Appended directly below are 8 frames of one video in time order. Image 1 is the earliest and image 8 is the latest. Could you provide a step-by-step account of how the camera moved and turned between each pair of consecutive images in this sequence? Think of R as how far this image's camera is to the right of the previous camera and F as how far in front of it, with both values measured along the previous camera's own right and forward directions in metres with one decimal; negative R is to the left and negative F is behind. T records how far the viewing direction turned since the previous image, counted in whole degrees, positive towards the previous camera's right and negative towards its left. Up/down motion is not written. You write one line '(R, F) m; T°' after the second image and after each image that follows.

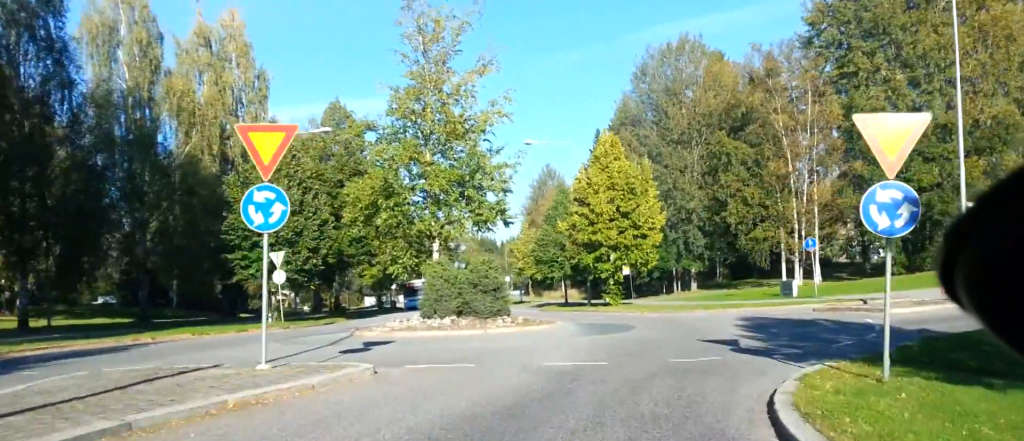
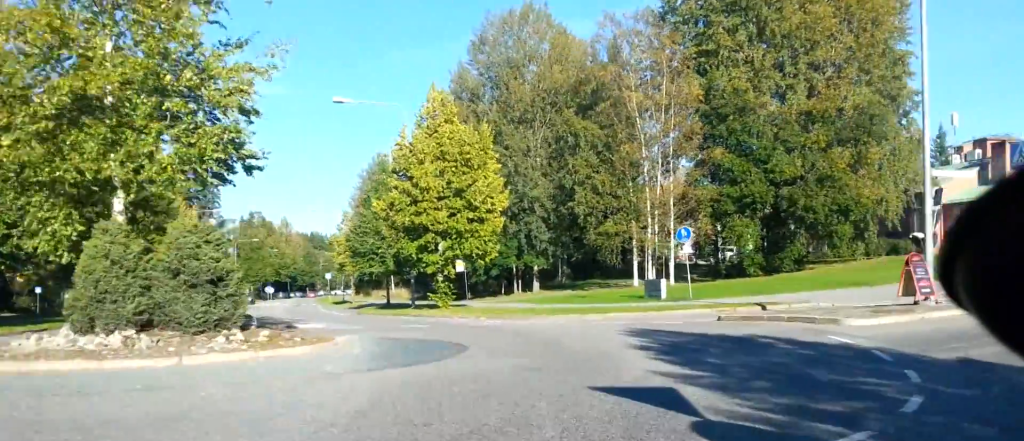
(+0.2, +9.7) m; +5°
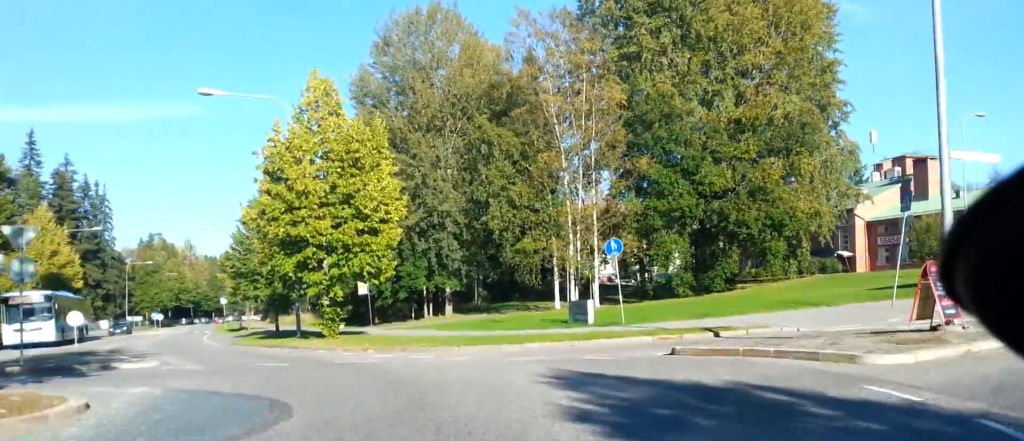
(+0.2, +5.7) m; +2°
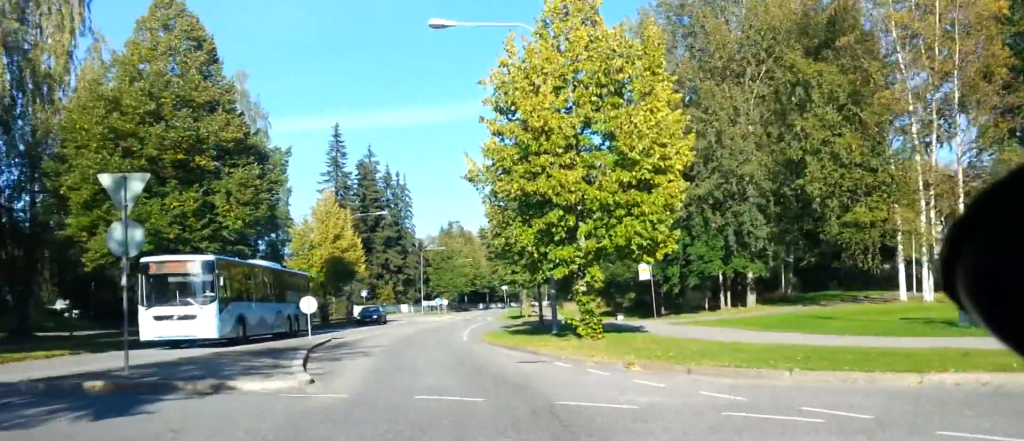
(0.0, +9.4) m; -27°
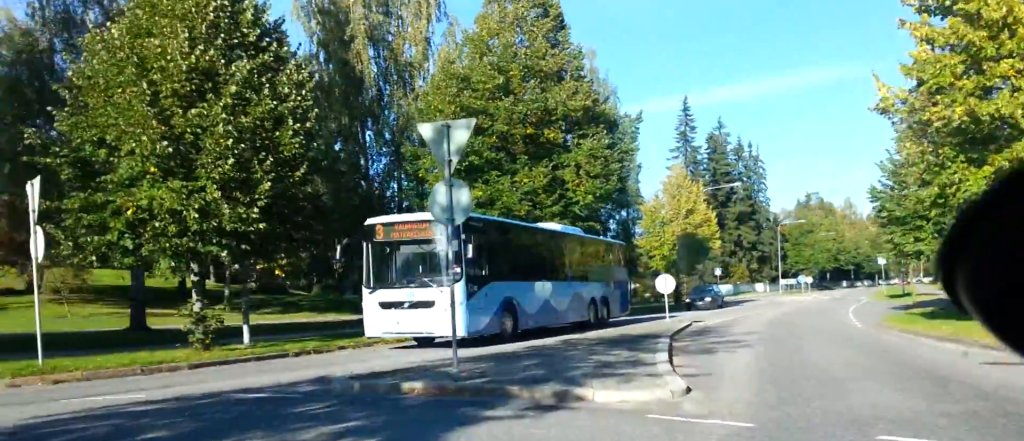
(-1.6, +3.9) m; -22°
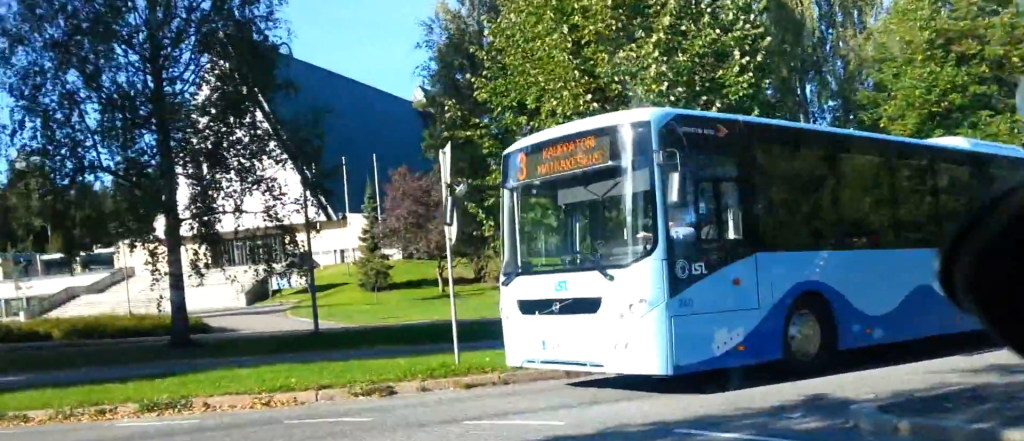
(-1.2, +5.1) m; -40°
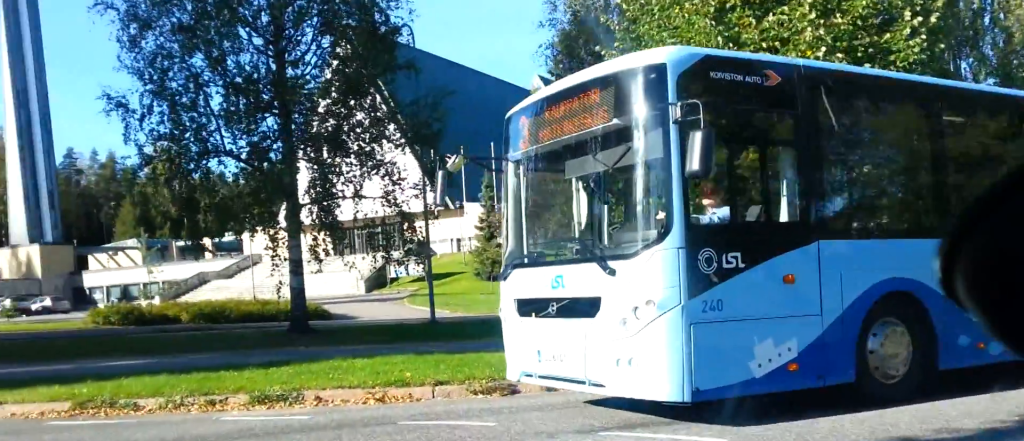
(+0.9, +1.5) m; -22°
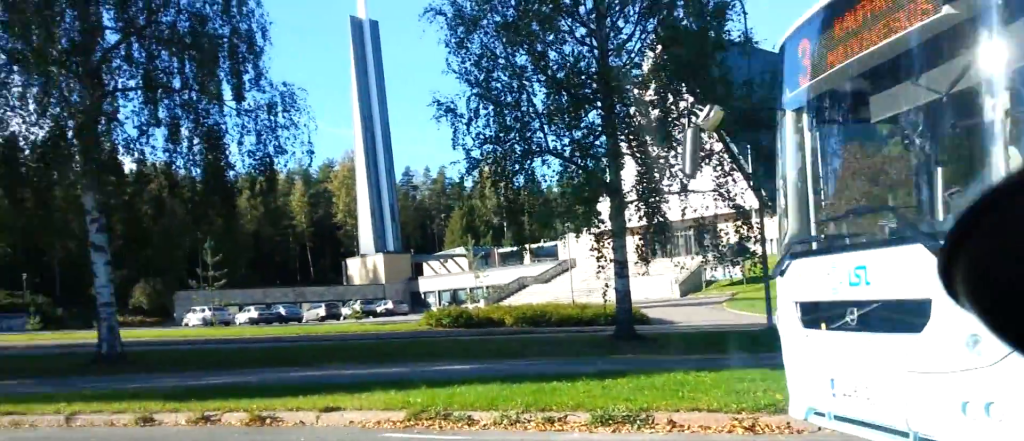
(-3.3, +2.6) m; -49°
